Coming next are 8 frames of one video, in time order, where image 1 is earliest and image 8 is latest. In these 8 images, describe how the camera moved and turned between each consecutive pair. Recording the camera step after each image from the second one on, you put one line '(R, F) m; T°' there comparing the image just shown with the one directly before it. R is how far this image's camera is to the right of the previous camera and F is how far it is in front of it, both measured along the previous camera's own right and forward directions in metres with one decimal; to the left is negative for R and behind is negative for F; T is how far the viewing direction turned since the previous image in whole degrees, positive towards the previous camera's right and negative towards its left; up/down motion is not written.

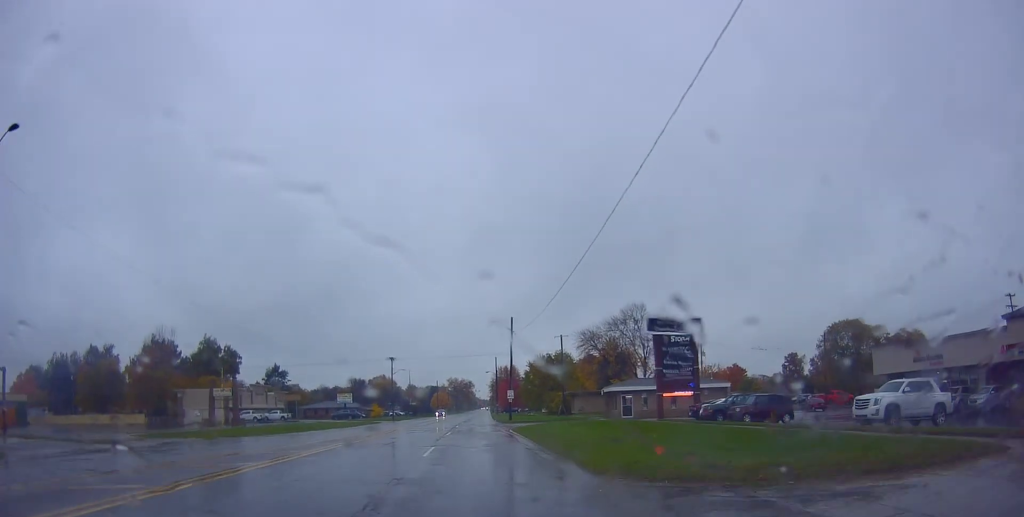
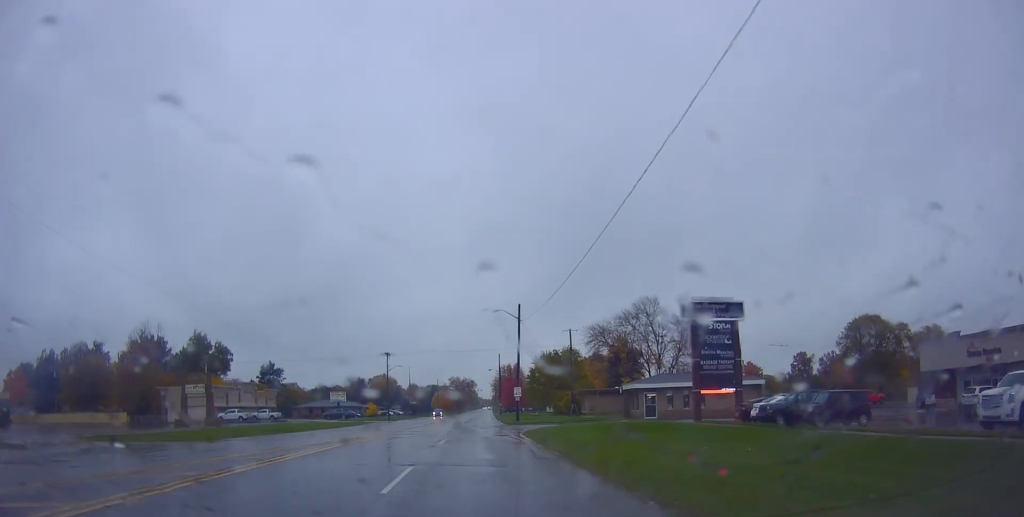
(0.0, +7.2) m; 0°
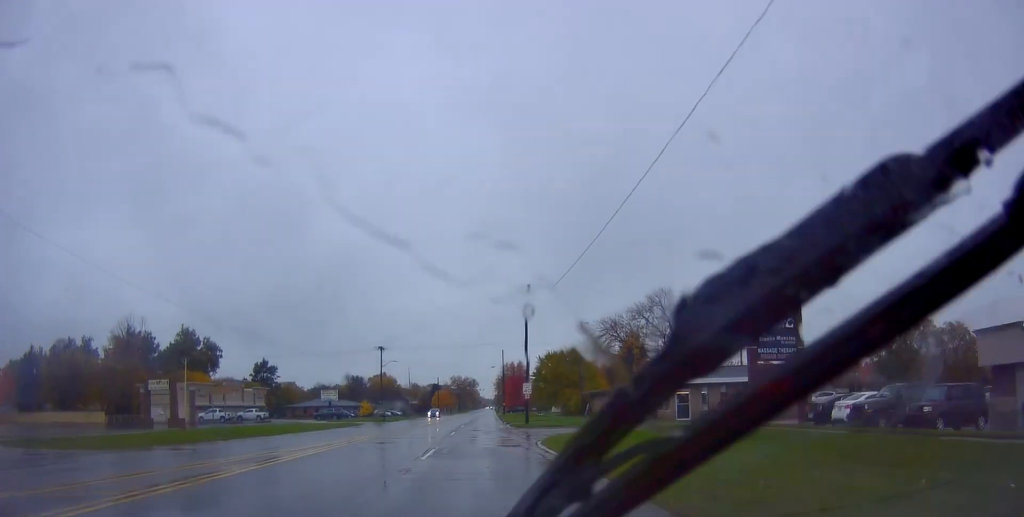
(+0.1, +7.8) m; -1°
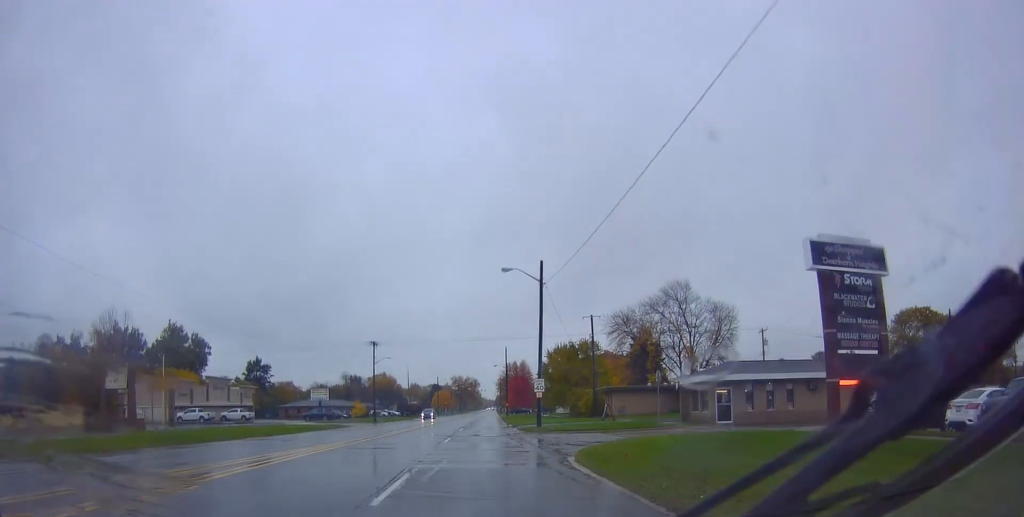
(0.0, +7.2) m; -1°
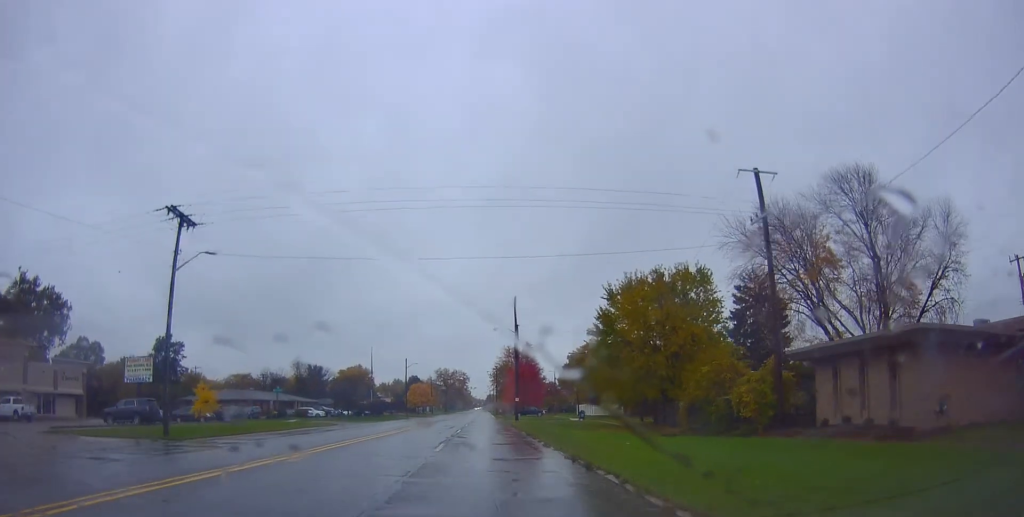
(-1.4, +50.3) m; 0°
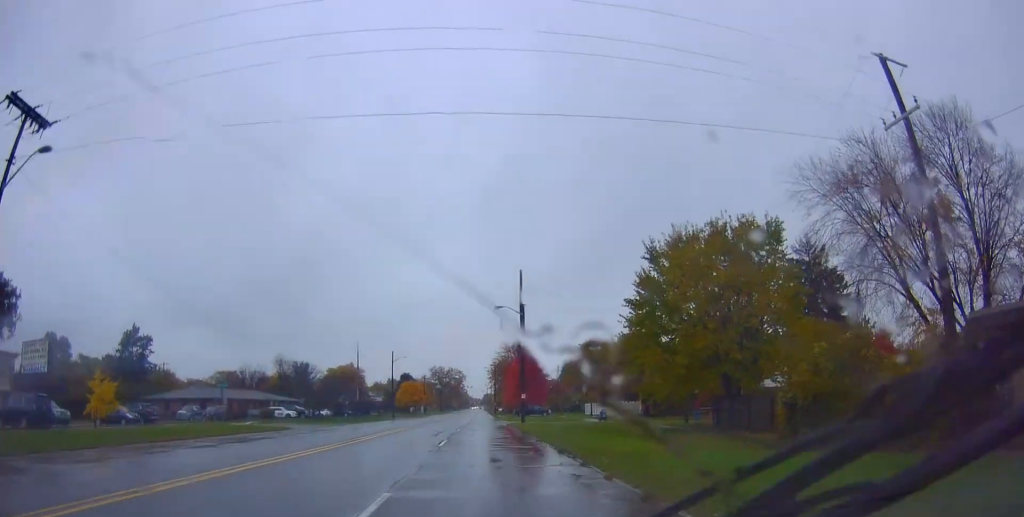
(+0.4, +12.9) m; 0°
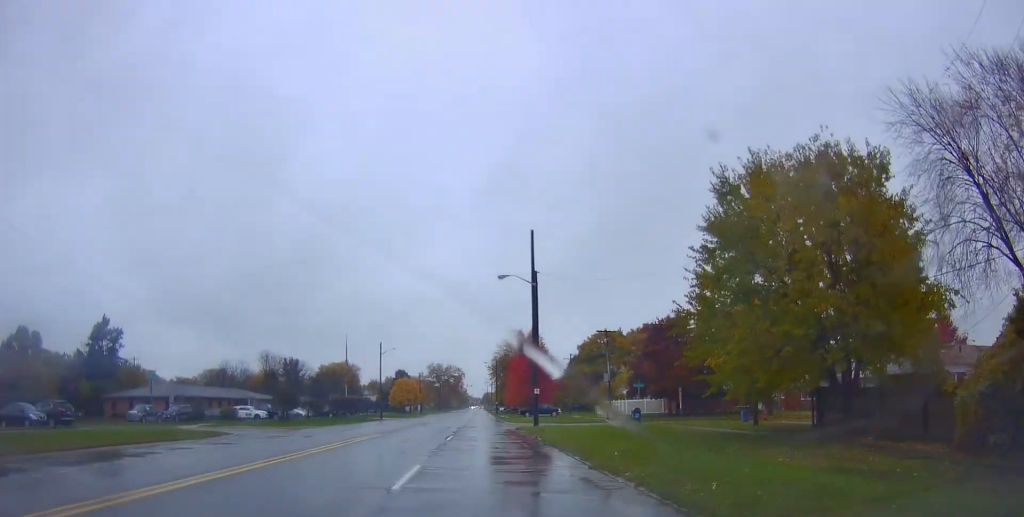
(-0.3, +11.2) m; -1°
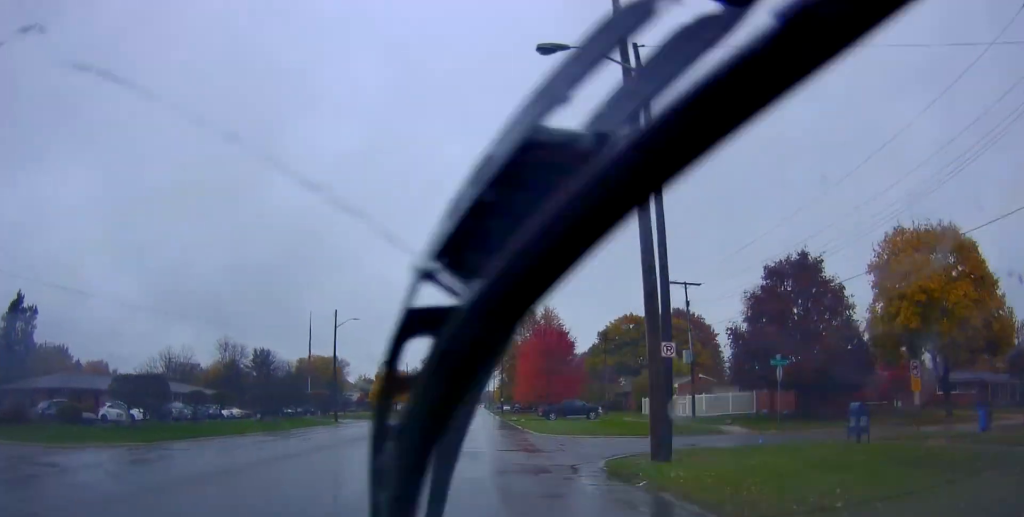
(-0.3, +26.3) m; 0°
